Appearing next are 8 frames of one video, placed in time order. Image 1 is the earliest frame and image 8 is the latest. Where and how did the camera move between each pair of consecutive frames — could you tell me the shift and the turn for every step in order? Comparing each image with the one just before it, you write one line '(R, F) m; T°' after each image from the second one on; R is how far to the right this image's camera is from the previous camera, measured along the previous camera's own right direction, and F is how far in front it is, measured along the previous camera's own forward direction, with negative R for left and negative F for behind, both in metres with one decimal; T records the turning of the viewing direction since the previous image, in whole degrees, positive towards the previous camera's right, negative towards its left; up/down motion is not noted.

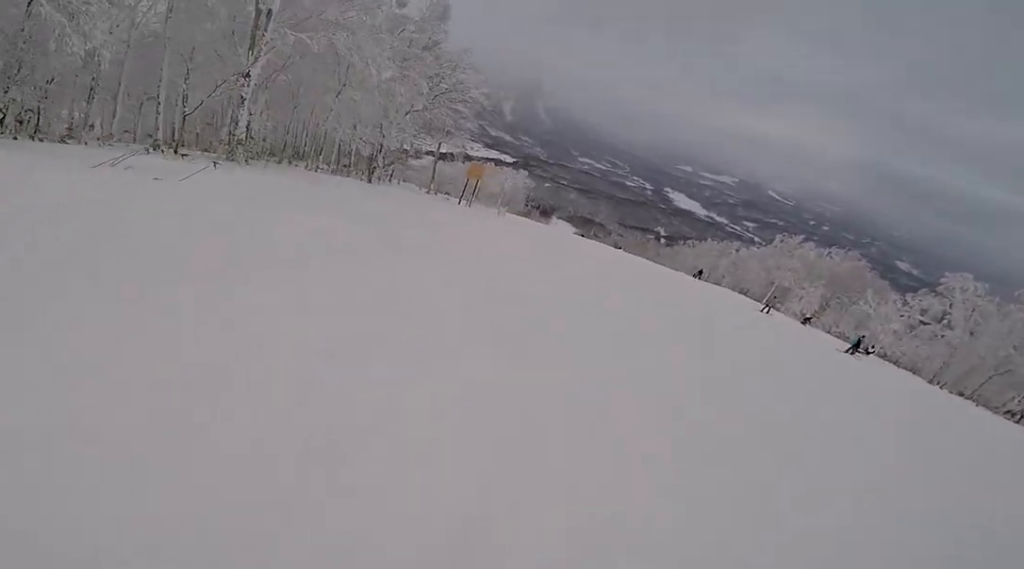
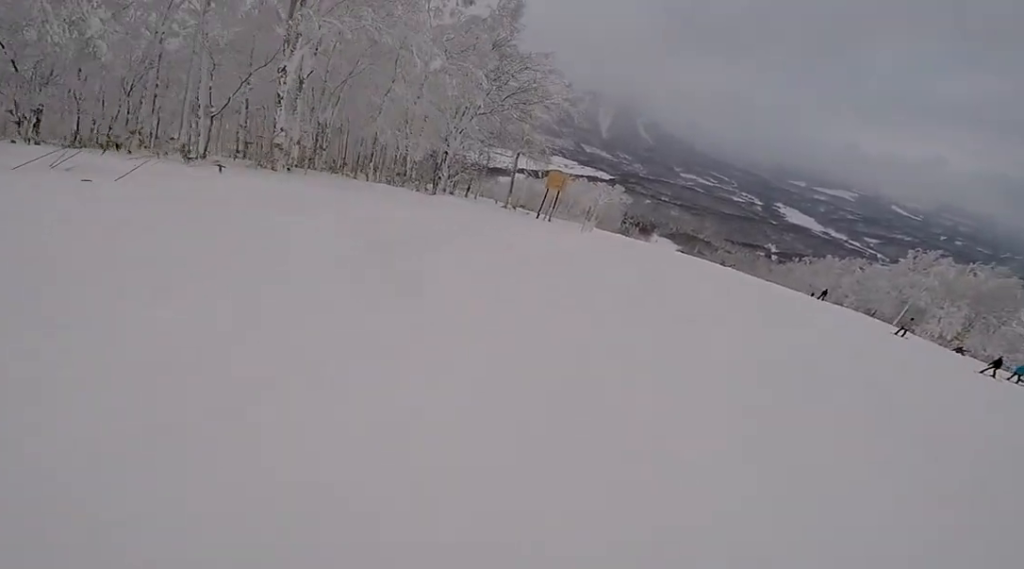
(+0.5, +2.3) m; -13°
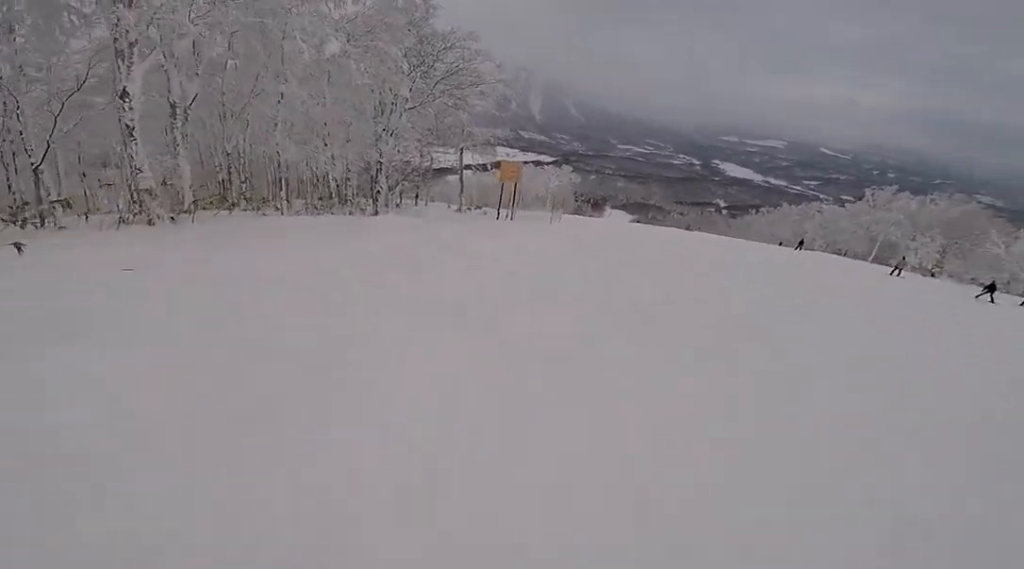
(-1.2, +3.2) m; -7°
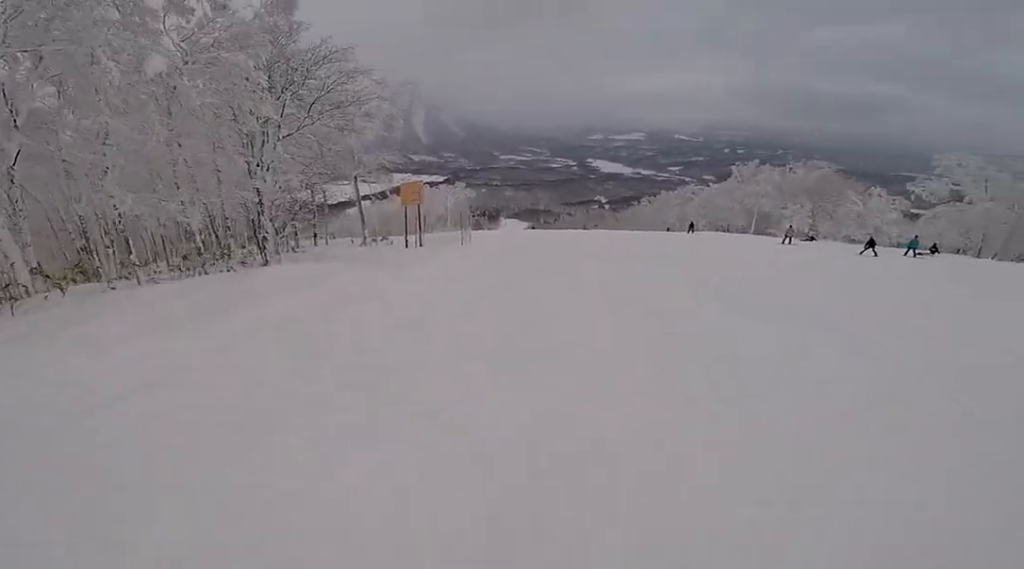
(+0.2, +2.2) m; +9°
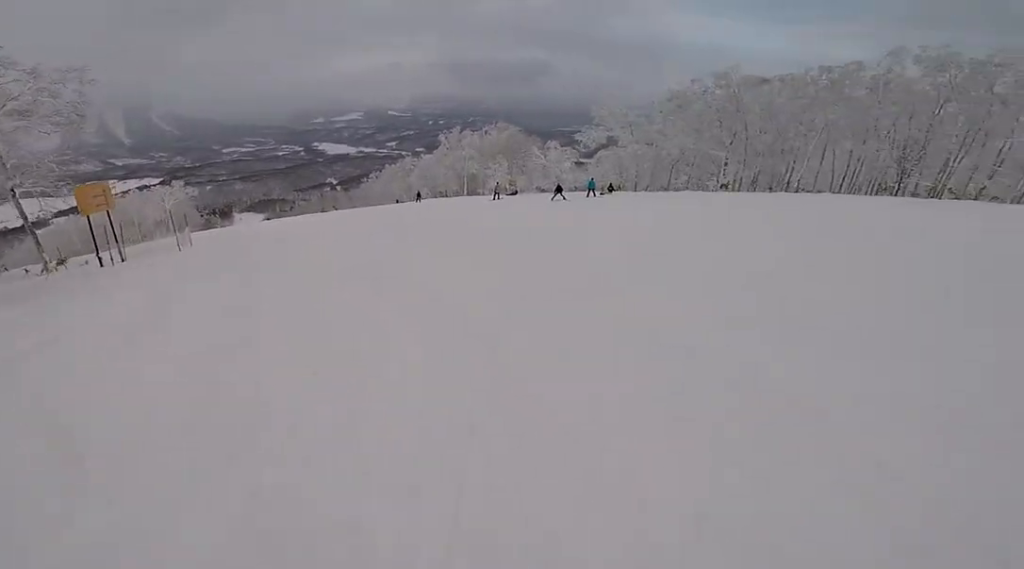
(+0.1, +2.6) m; +16°
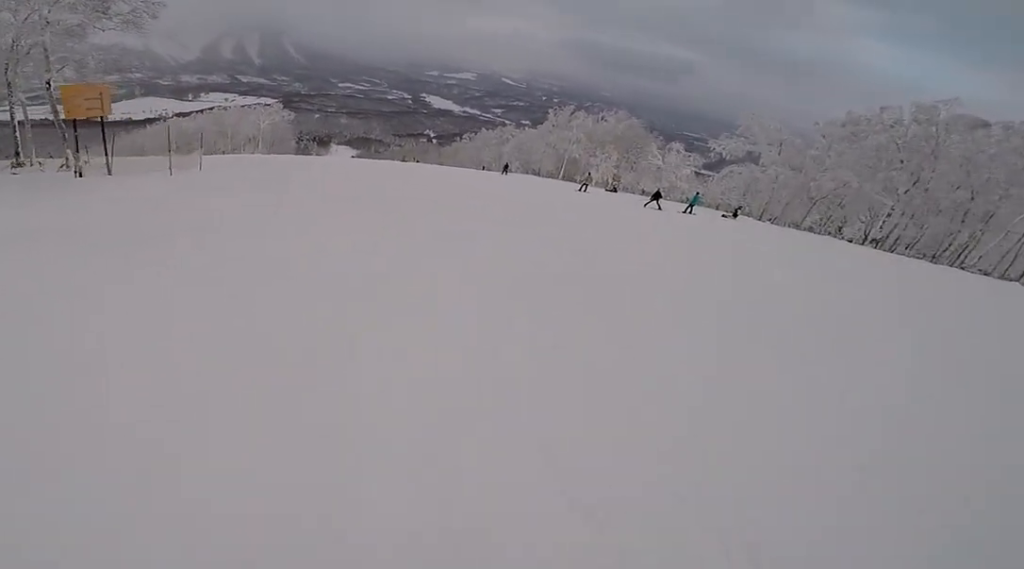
(+1.3, +4.6) m; +11°
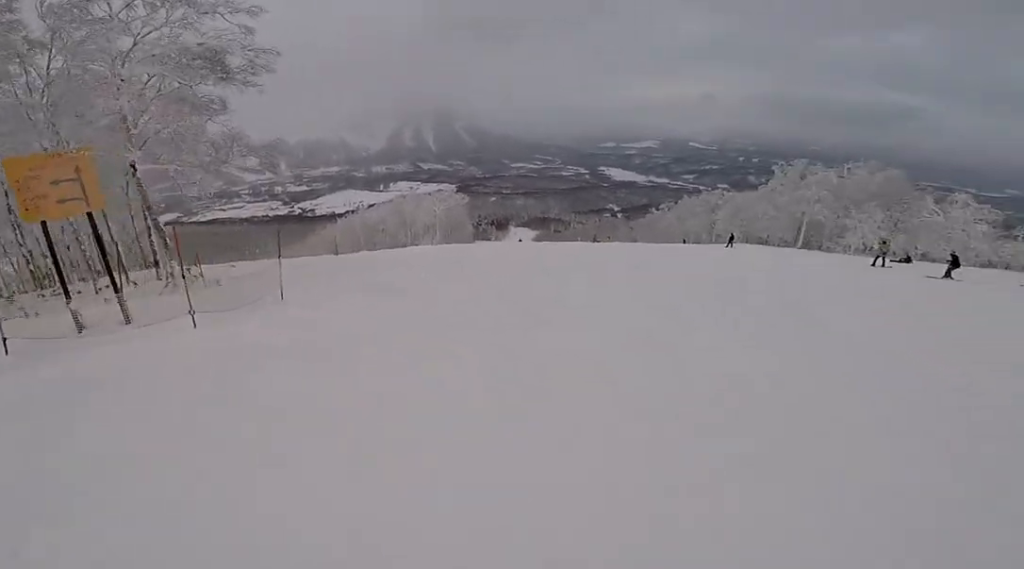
(-3.4, +7.4) m; -22°
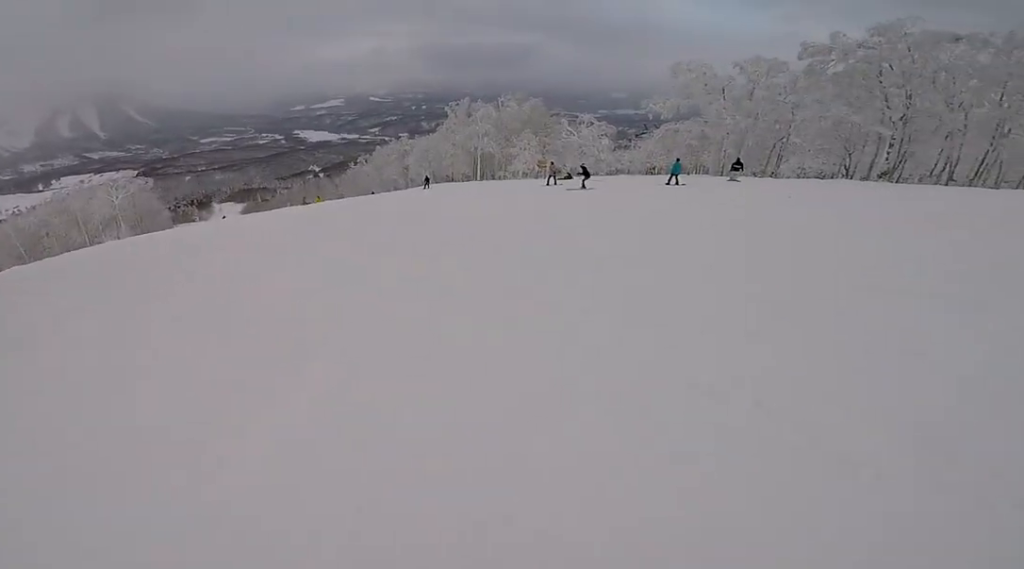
(+1.2, +3.2) m; +15°
